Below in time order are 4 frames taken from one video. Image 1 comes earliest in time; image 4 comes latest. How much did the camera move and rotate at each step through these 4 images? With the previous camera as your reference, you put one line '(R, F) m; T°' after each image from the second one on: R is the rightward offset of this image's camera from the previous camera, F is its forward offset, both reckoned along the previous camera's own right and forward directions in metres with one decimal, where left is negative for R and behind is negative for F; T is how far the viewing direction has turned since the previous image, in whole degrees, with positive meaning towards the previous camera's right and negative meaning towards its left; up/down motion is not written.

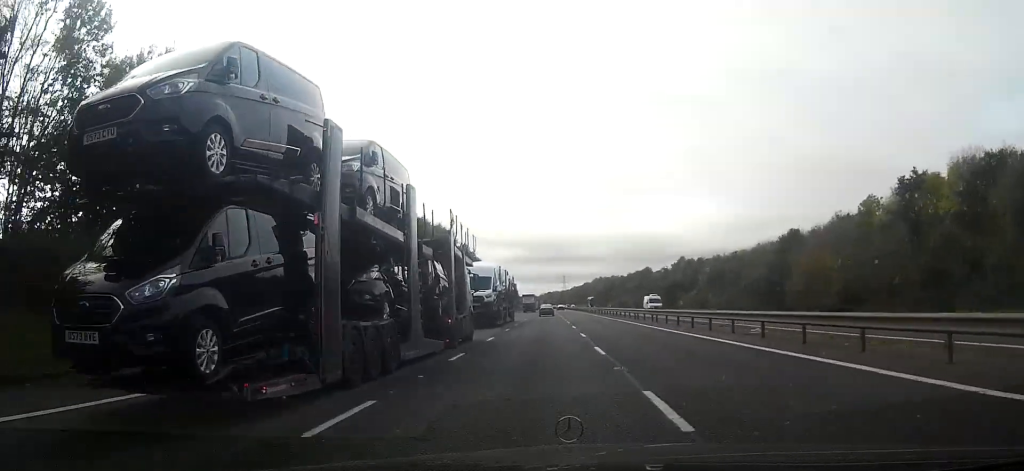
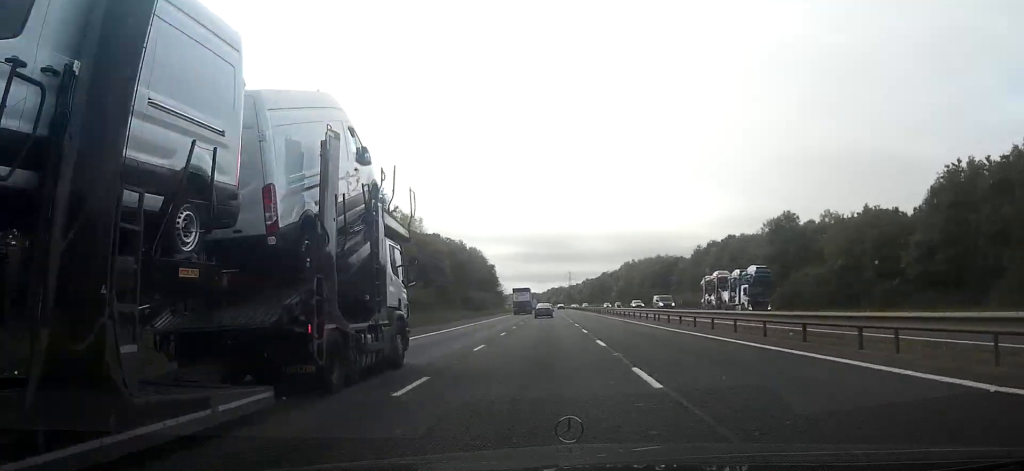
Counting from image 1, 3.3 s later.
(-0.7, +122.6) m; -1°
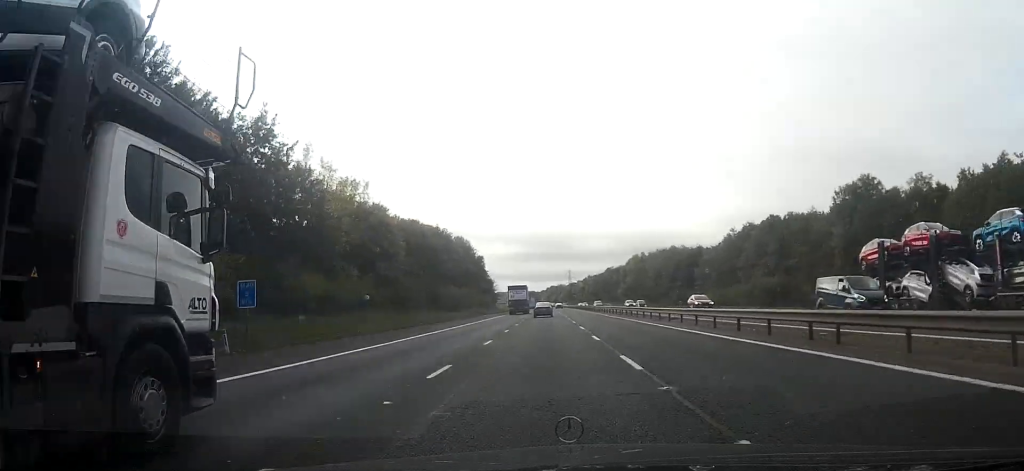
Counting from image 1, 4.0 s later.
(-0.1, +24.6) m; 0°
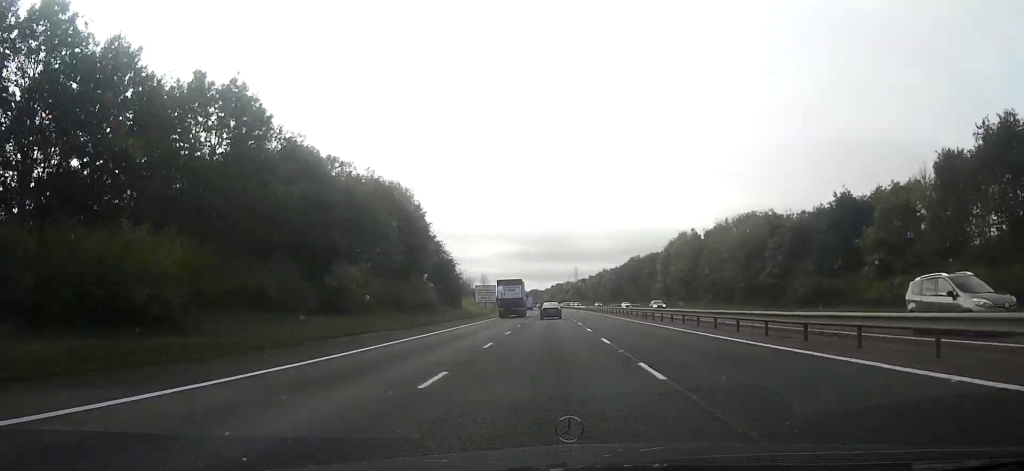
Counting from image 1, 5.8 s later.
(0.0, +65.2) m; 0°
